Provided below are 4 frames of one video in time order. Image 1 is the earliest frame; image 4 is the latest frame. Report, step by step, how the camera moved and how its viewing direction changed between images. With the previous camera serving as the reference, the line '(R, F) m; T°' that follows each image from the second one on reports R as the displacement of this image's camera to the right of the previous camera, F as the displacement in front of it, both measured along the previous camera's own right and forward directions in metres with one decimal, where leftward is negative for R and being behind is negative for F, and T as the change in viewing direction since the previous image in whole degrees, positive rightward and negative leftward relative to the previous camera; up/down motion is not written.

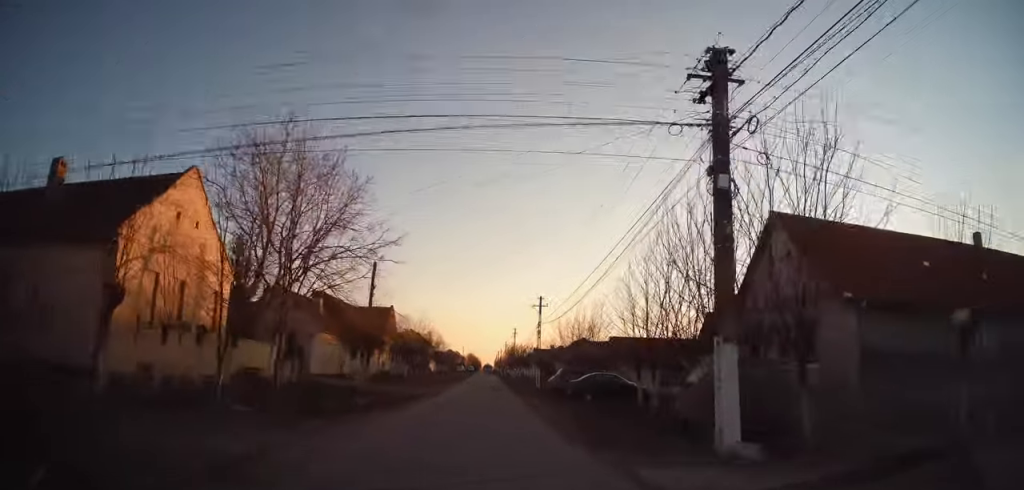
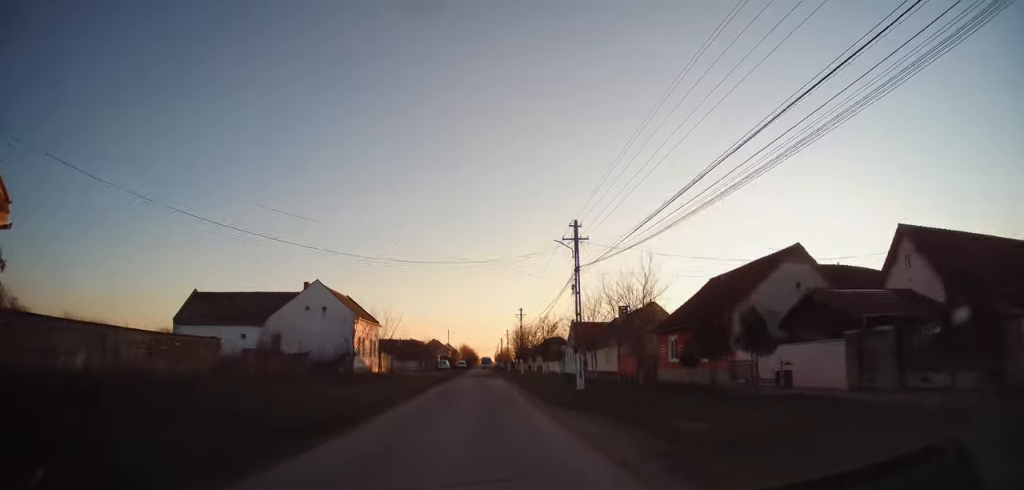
(+0.2, +60.9) m; +1°
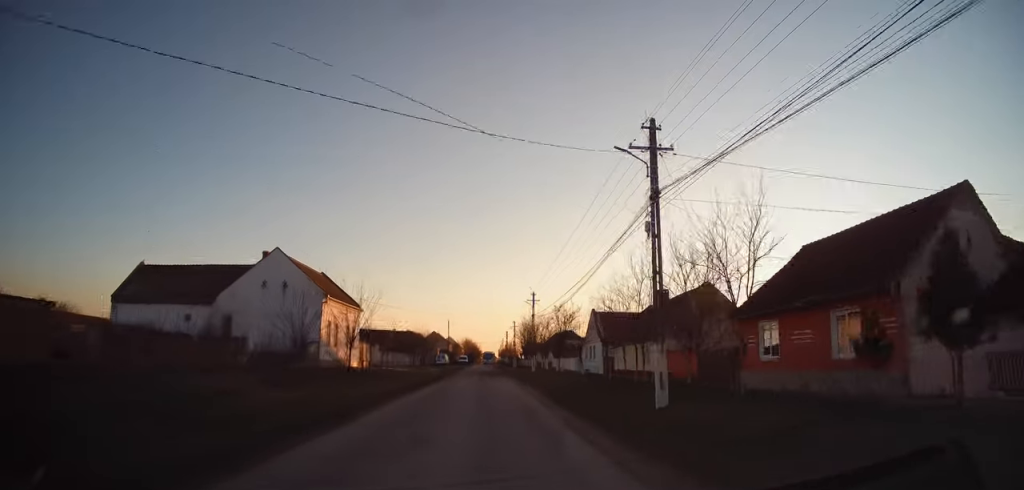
(+0.4, +11.3) m; 0°
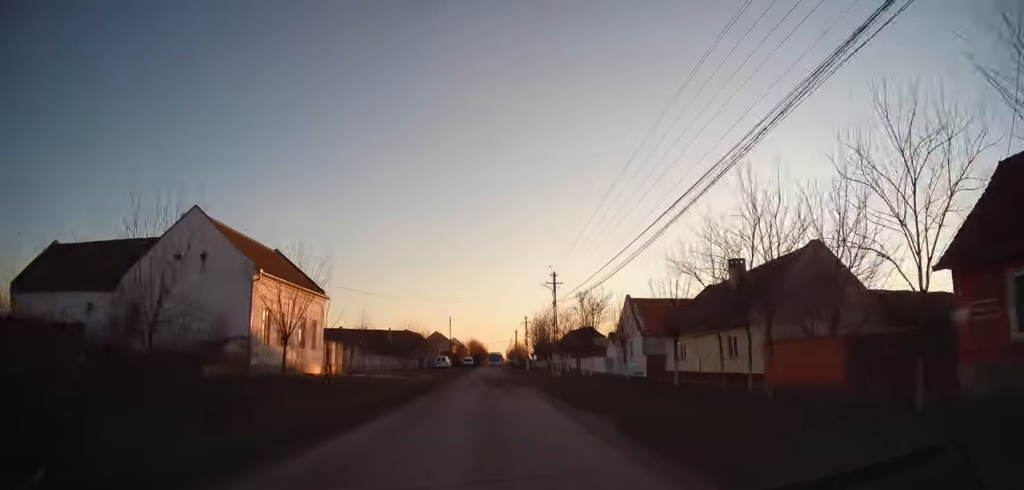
(-0.4, +12.7) m; -2°
